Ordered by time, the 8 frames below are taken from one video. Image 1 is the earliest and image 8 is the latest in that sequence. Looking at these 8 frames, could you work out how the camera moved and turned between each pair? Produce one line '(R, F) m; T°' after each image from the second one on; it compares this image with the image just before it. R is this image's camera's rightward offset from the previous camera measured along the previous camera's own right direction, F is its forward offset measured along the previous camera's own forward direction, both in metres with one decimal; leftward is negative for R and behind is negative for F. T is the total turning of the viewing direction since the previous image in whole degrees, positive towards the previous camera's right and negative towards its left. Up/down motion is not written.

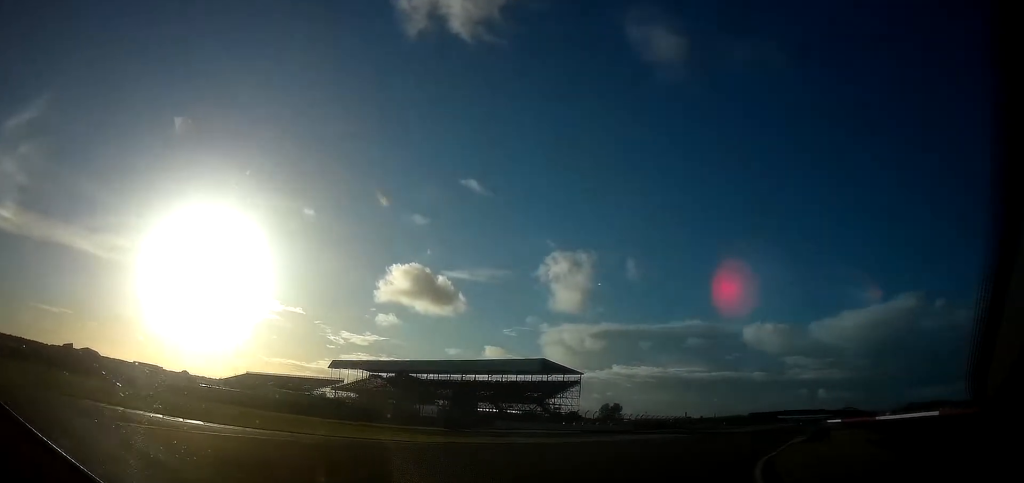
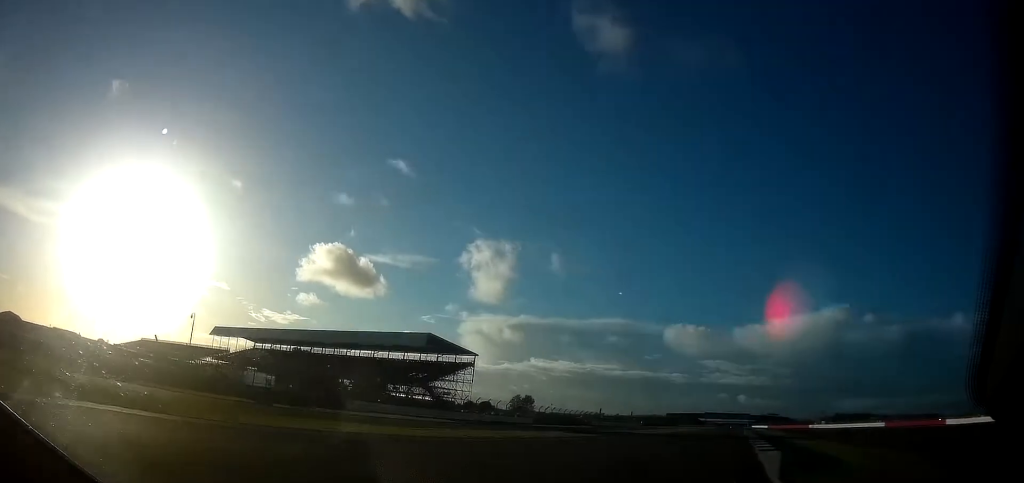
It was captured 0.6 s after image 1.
(-0.1, +17.5) m; +4°
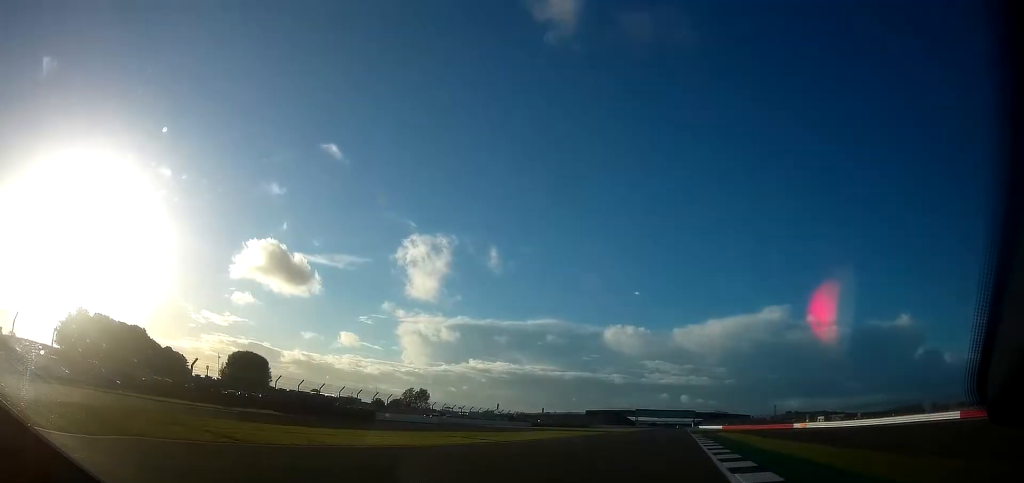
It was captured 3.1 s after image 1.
(+10.5, +82.4) m; +10°
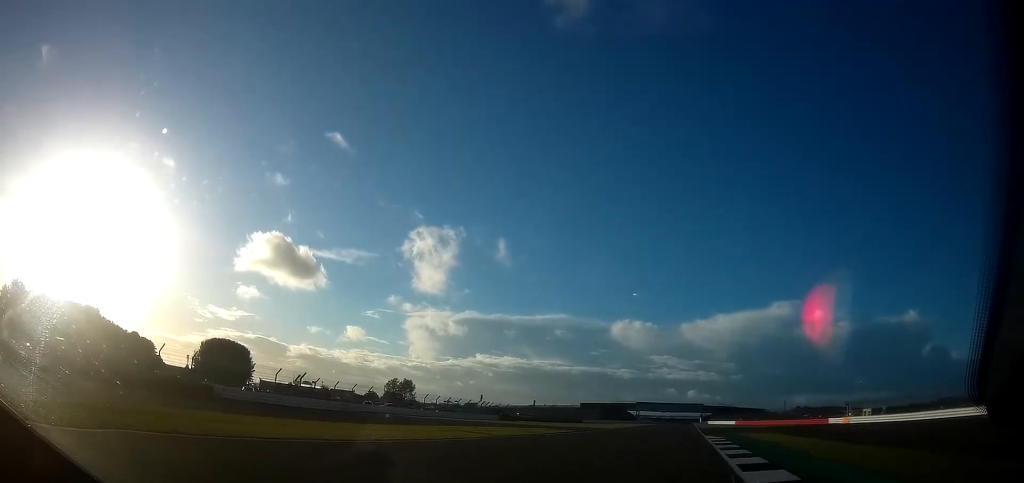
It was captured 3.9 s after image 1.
(+0.3, +31.6) m; 0°
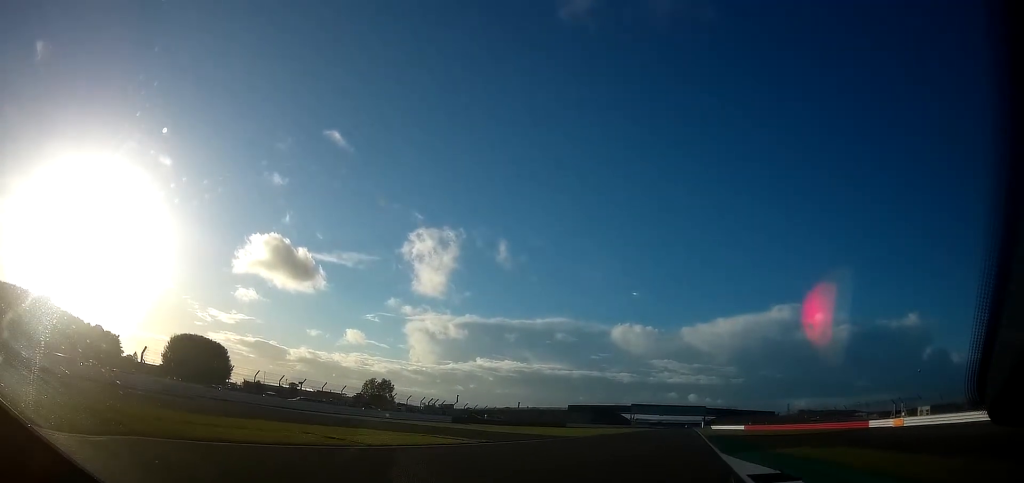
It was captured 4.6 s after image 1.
(-0.4, +28.0) m; -1°
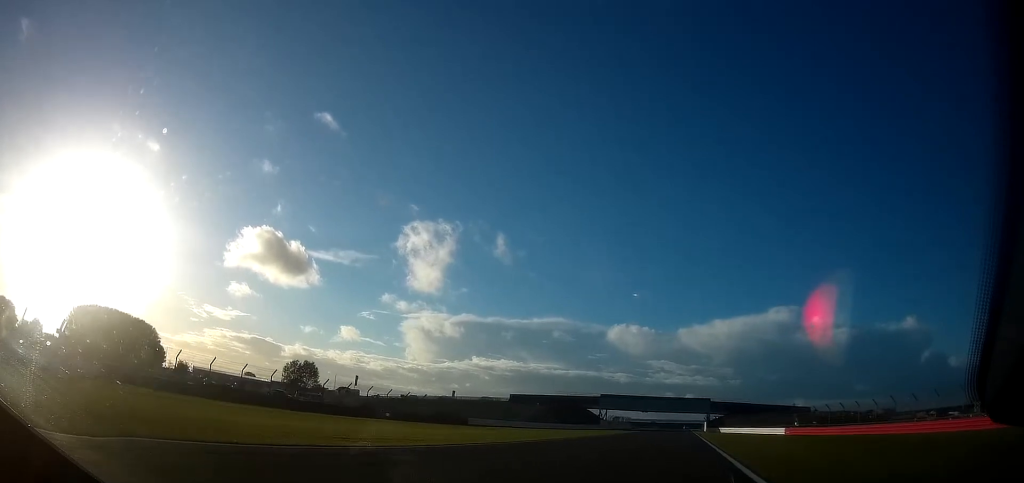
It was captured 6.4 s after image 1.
(-0.5, +69.4) m; -1°
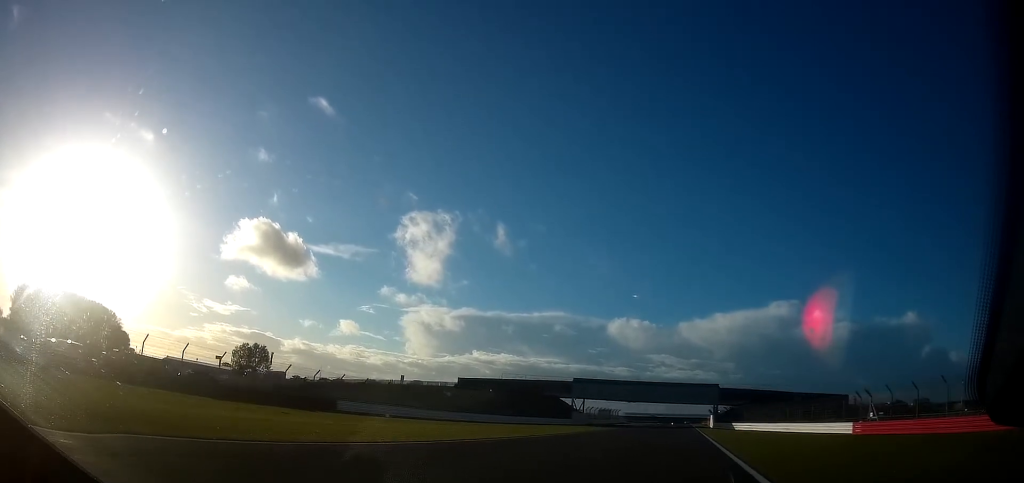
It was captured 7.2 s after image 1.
(-0.1, +36.1) m; 0°
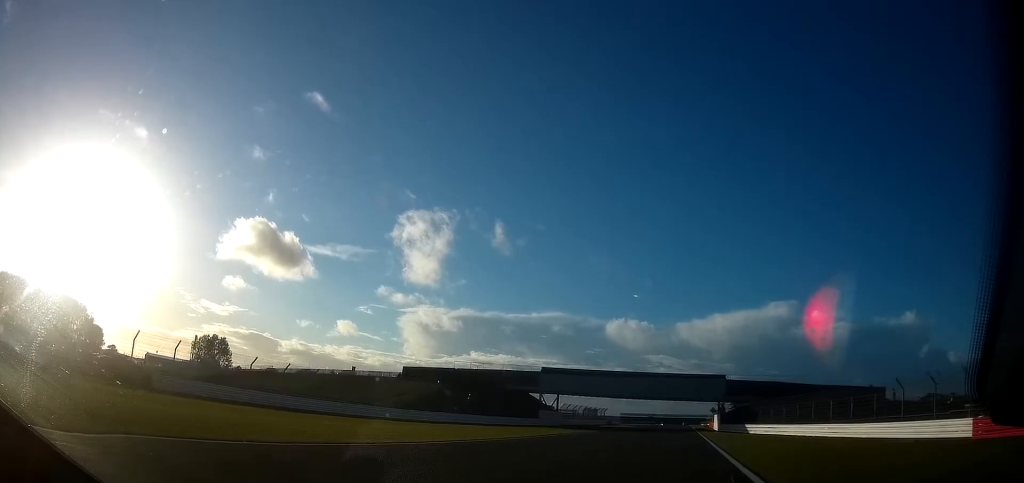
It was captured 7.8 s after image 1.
(0.0, +23.1) m; 0°
